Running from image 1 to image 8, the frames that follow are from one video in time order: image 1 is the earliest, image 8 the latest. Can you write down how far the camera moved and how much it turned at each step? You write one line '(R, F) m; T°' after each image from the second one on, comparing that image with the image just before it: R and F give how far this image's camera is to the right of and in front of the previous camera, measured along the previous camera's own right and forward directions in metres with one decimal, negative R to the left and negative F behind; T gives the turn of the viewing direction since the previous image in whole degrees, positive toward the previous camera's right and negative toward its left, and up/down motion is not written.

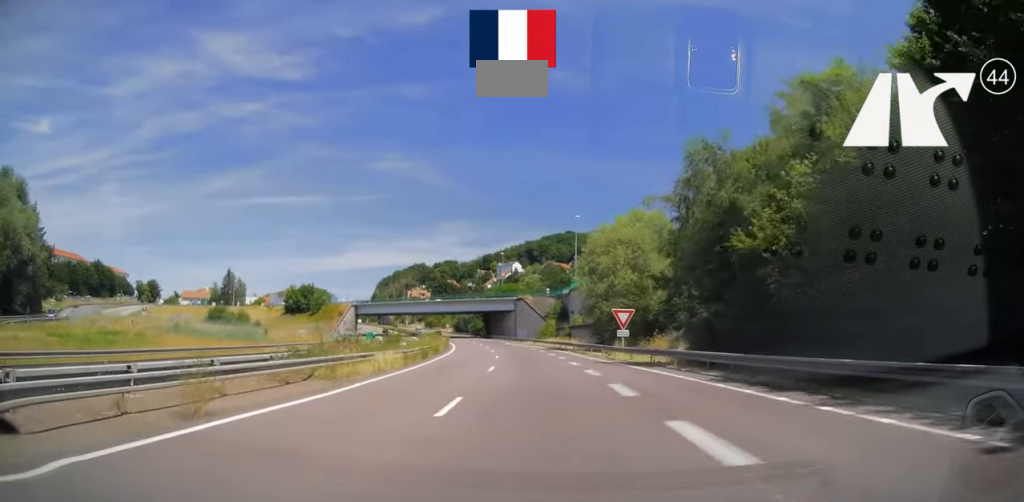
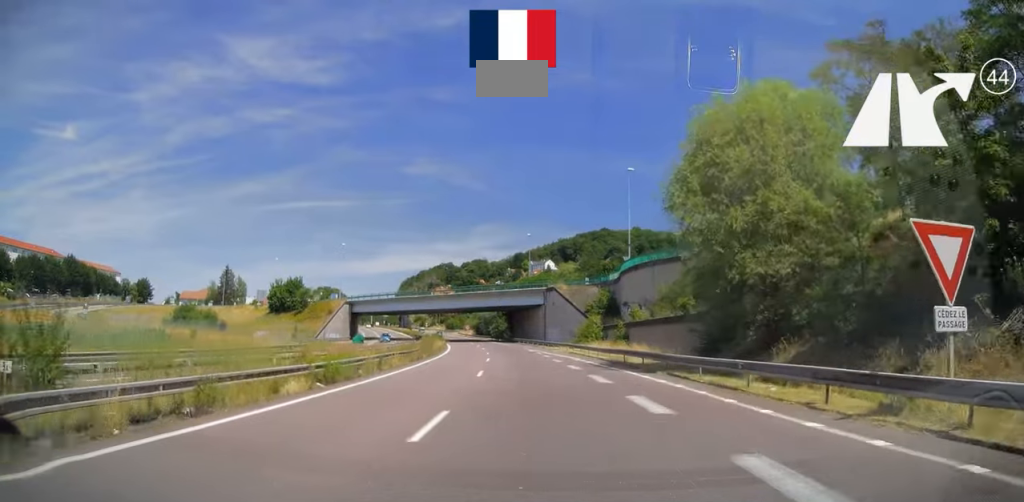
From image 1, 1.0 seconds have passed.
(-0.5, +29.5) m; -3°
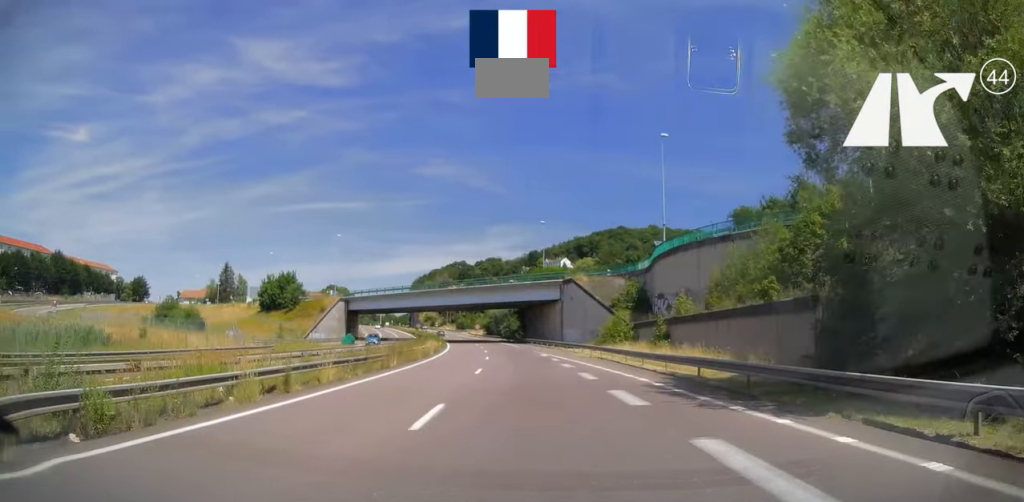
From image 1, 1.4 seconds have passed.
(-0.2, +12.3) m; -1°
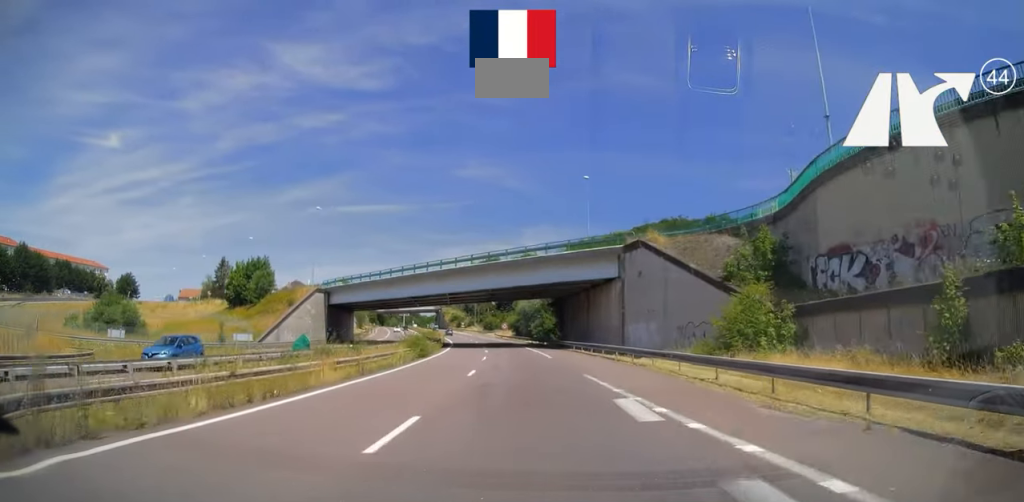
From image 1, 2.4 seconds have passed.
(-0.8, +29.0) m; -4°
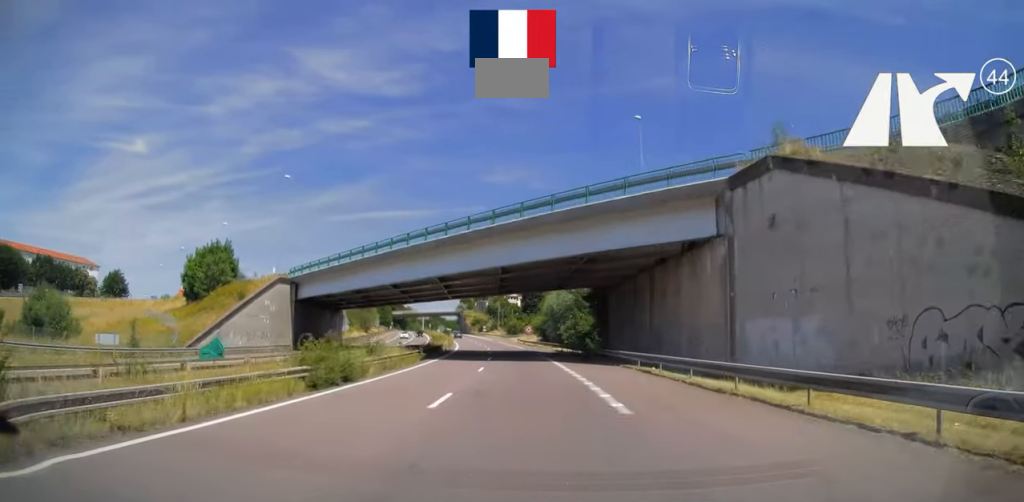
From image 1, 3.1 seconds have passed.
(-0.5, +21.6) m; -3°
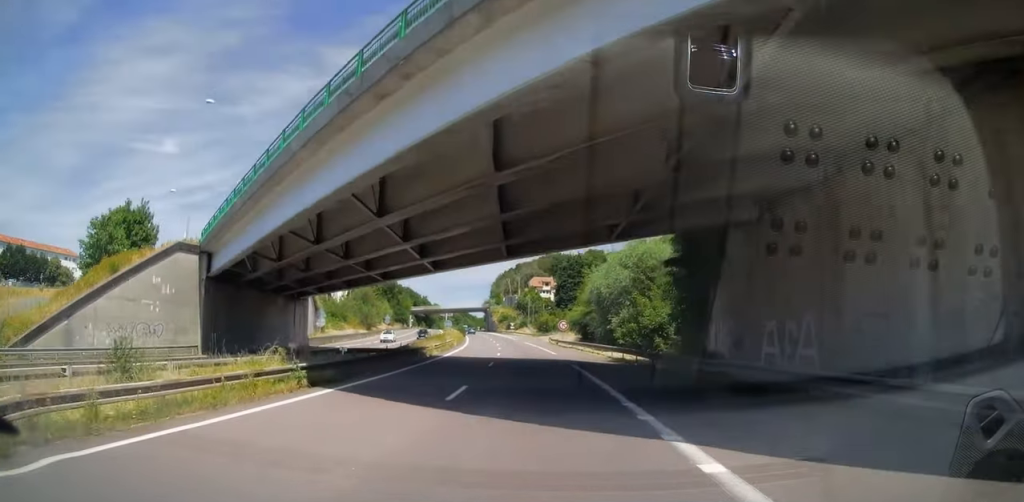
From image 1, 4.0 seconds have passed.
(-0.7, +25.5) m; -3°
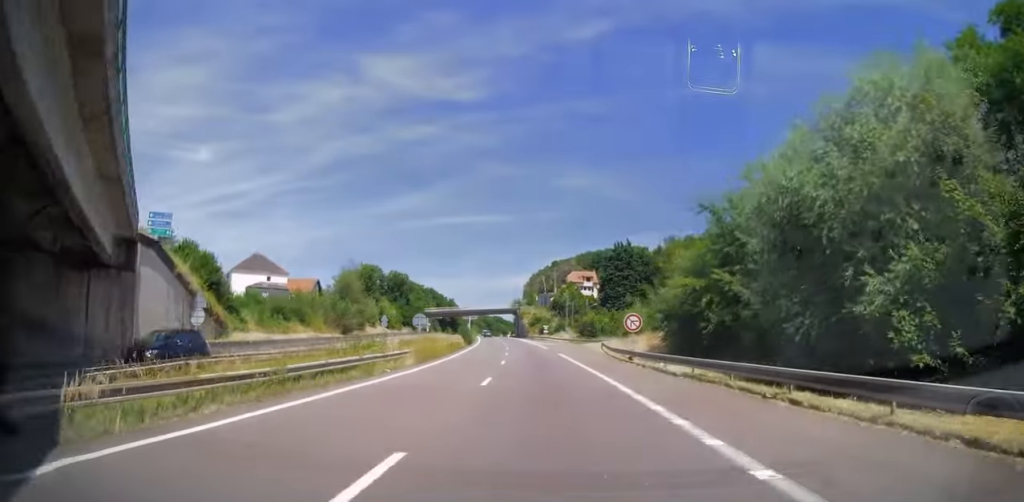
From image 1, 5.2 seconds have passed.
(-1.4, +36.2) m; -4°
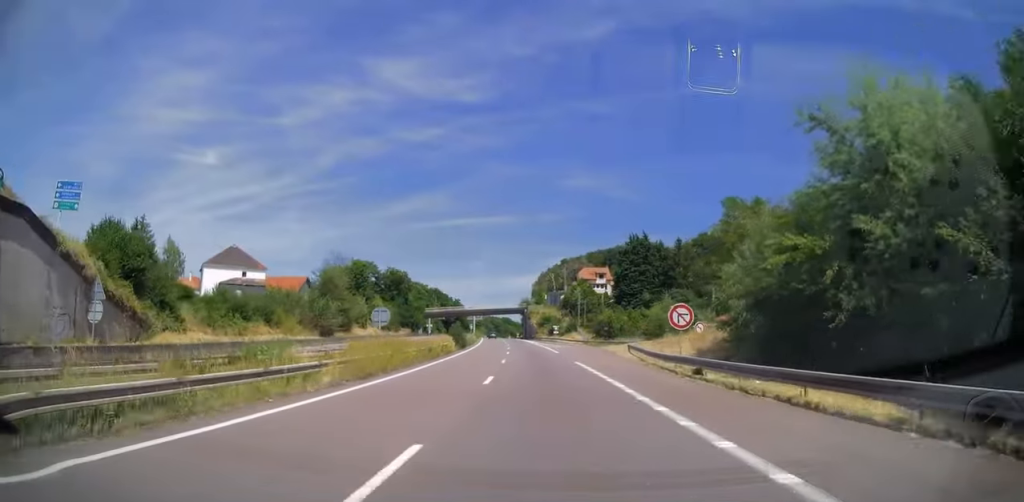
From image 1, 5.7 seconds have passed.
(-0.2, +12.7) m; -1°
